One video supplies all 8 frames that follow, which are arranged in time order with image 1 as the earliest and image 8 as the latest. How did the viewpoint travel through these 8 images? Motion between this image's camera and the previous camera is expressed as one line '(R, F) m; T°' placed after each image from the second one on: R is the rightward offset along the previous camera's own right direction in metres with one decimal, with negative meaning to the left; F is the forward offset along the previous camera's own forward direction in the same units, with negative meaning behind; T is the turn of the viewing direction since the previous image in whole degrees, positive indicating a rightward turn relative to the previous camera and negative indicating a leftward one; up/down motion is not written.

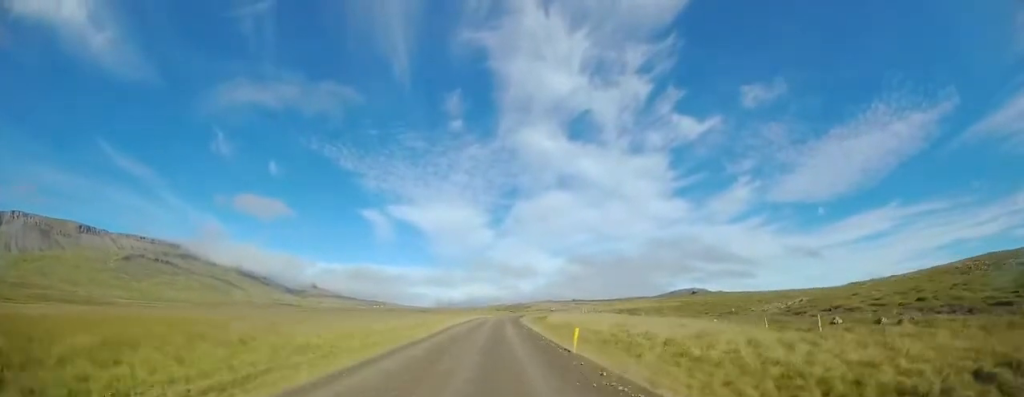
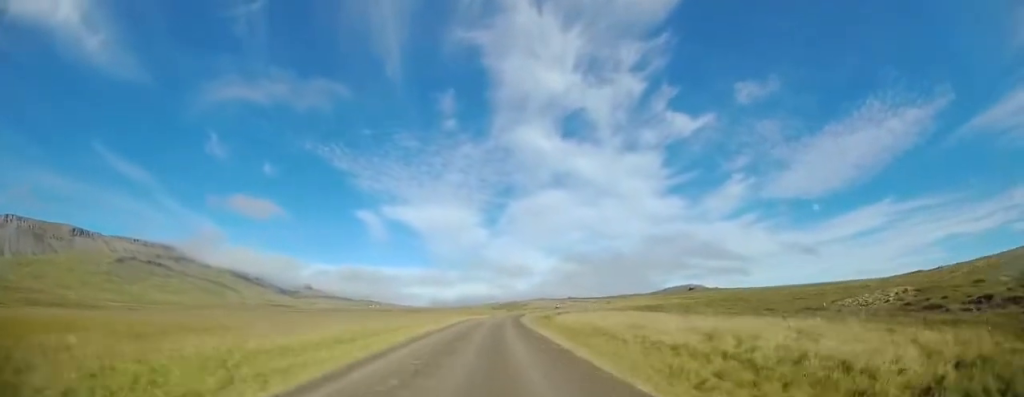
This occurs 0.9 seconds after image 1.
(+0.3, +14.7) m; +1°
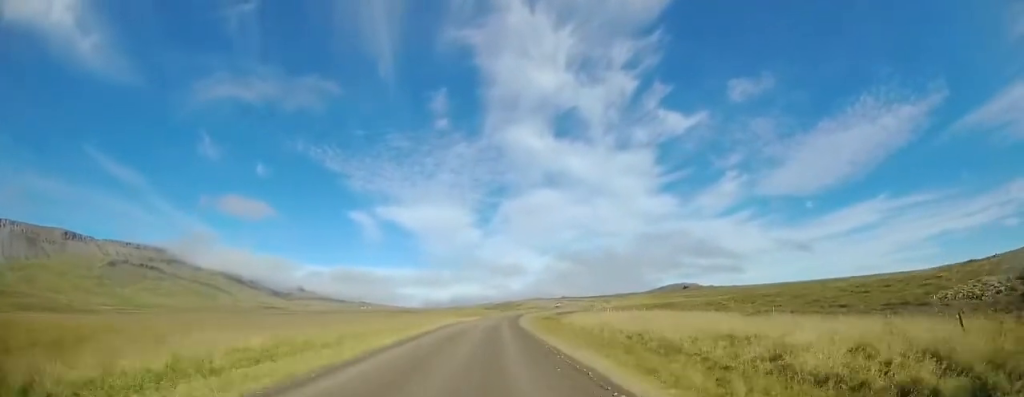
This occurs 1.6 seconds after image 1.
(0.0, +11.7) m; +1°
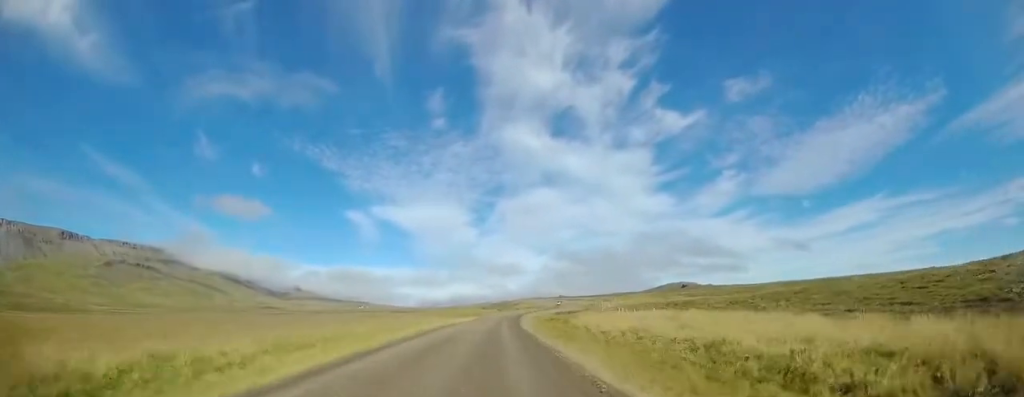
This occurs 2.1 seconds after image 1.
(0.0, +7.8) m; 0°
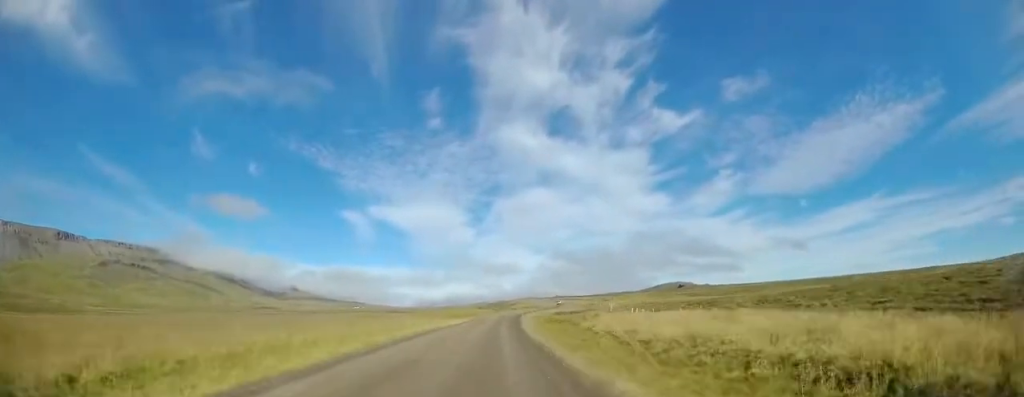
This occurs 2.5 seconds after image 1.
(+0.1, +7.8) m; 0°
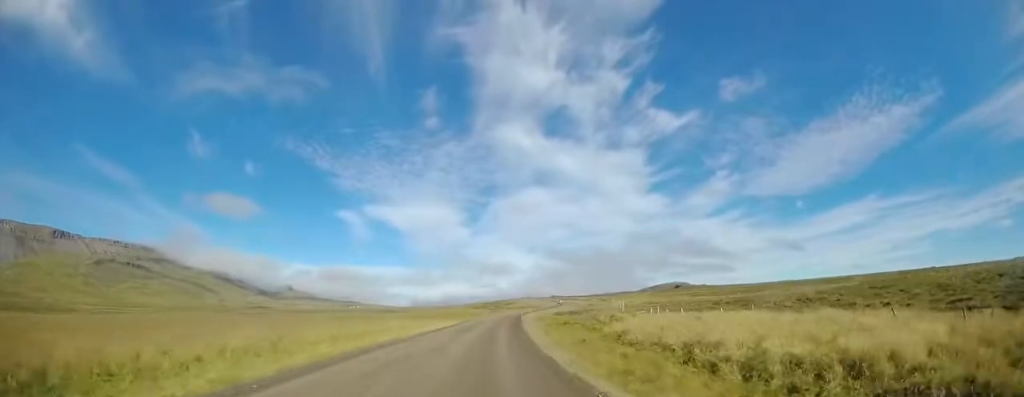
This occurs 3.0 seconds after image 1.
(+0.1, +8.4) m; 0°
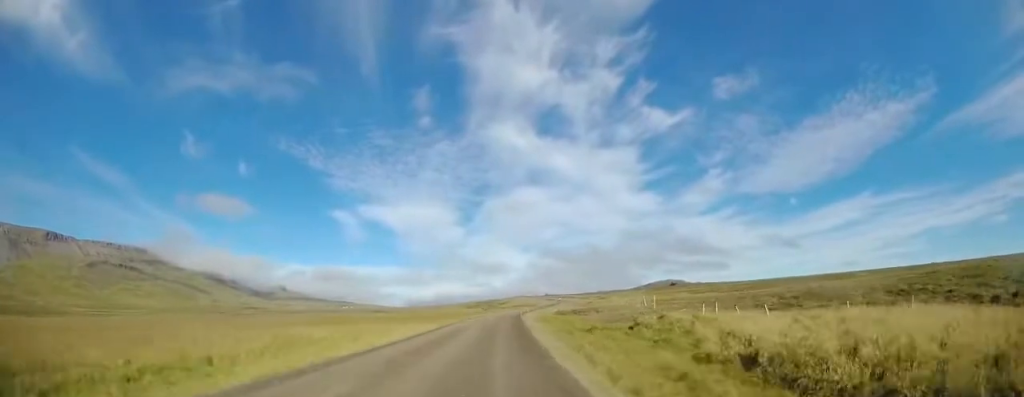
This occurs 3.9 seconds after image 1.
(-0.2, +14.0) m; +1°
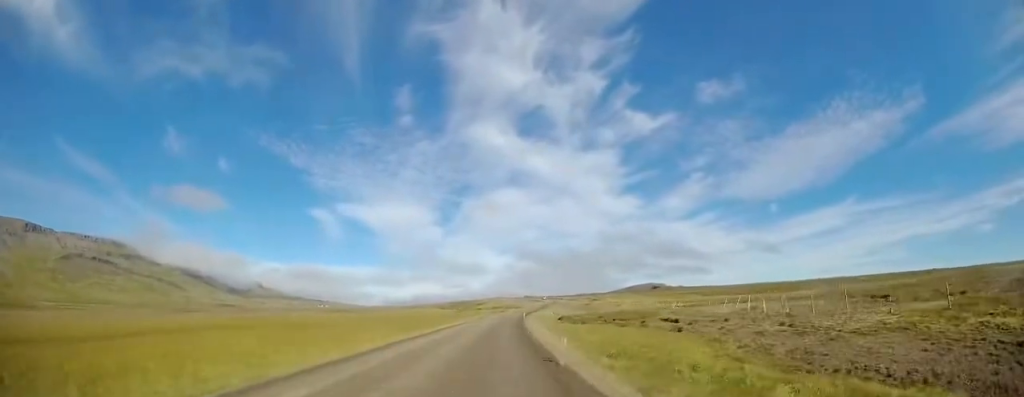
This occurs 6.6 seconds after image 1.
(+2.4, +43.4) m; +5°
